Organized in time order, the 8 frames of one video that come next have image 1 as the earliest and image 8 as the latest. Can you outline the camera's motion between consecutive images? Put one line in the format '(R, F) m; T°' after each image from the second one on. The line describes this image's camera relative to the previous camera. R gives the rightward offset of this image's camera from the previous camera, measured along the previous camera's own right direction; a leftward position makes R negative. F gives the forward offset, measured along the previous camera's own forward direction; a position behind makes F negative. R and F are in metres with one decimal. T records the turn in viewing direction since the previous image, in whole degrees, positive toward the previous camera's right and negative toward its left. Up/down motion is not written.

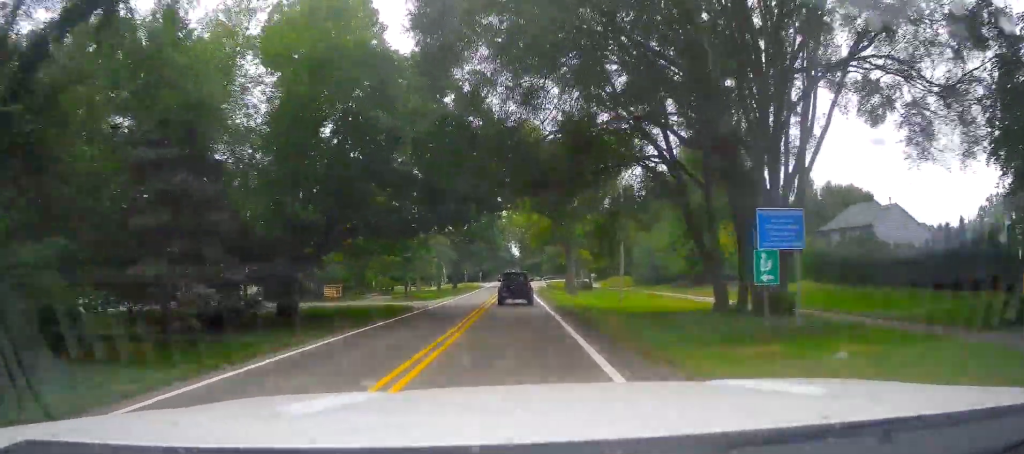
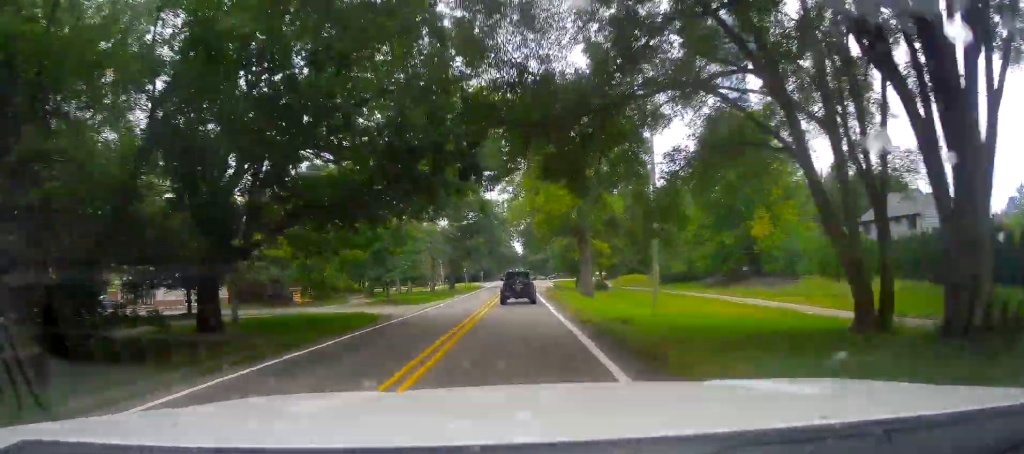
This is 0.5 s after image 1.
(0.0, +9.2) m; -1°
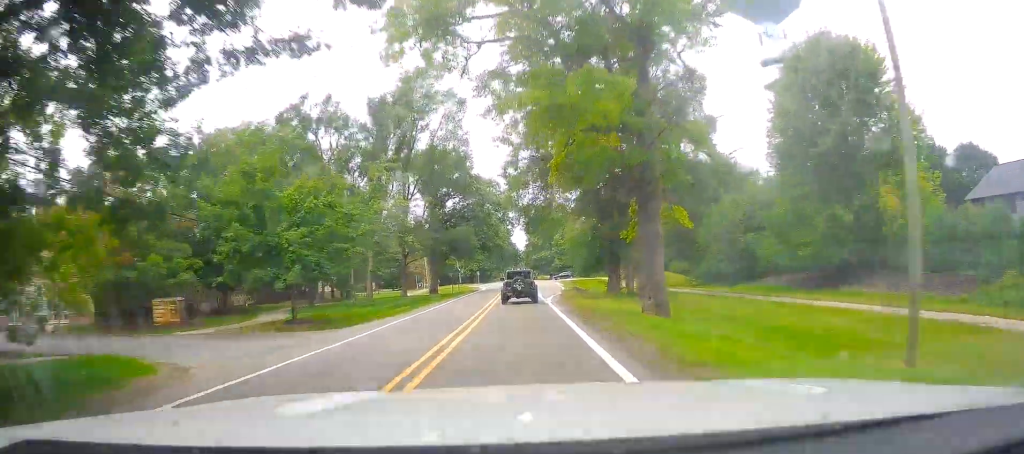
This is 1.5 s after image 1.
(-0.5, +20.8) m; -1°
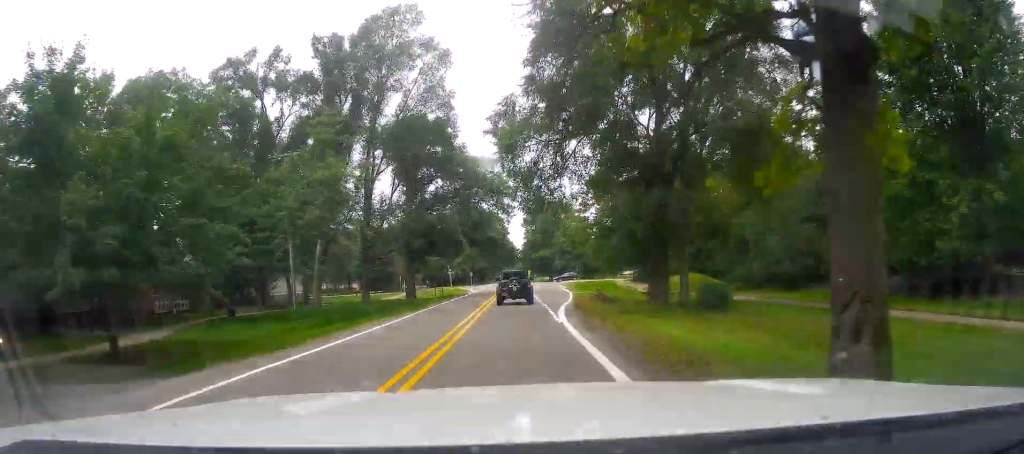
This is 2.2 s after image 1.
(-0.1, +13.5) m; +1°
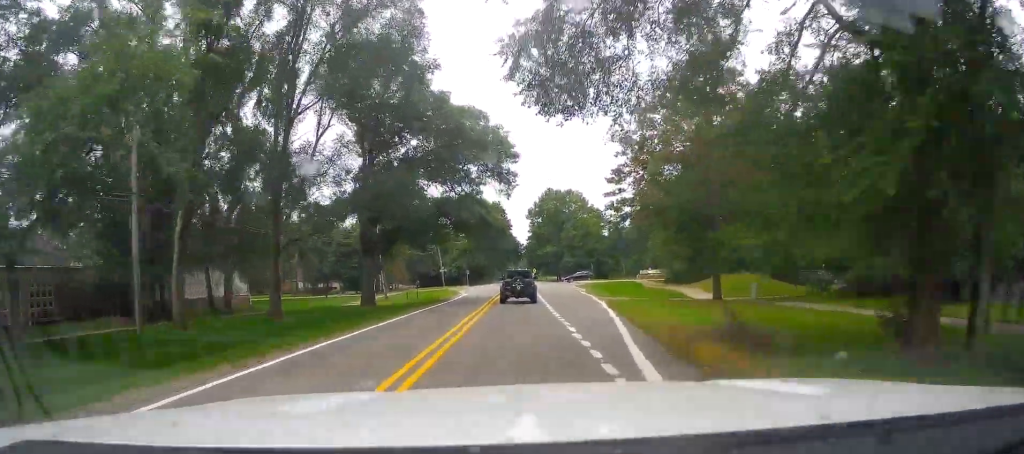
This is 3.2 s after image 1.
(+0.4, +17.9) m; 0°
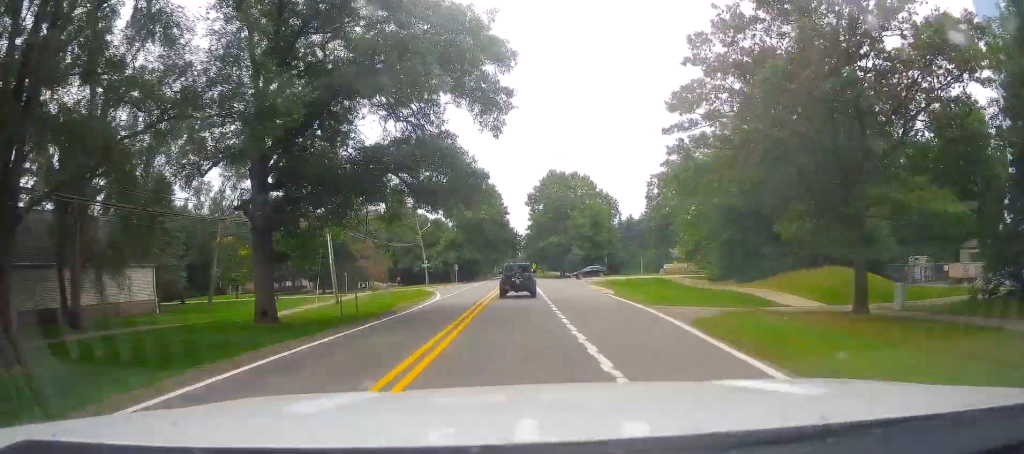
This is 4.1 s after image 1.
(-0.3, +17.0) m; -1°
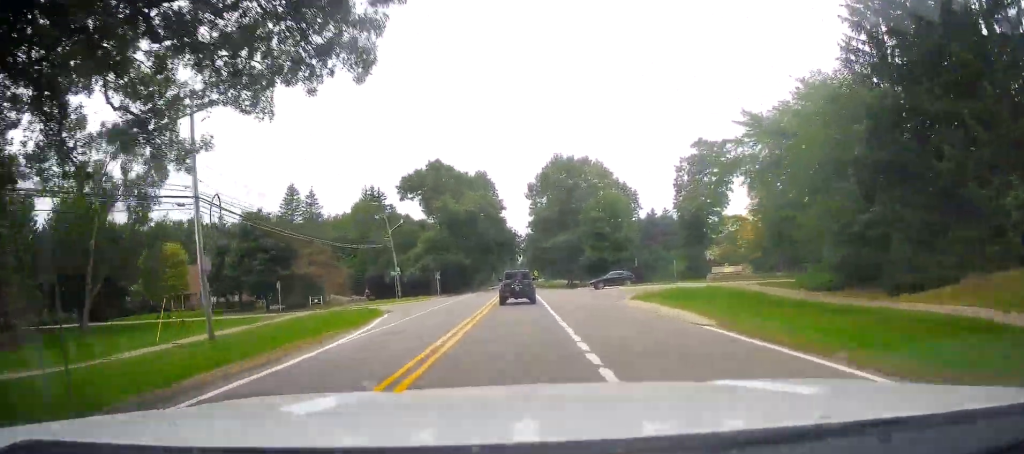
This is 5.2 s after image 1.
(-0.2, +20.6) m; -1°
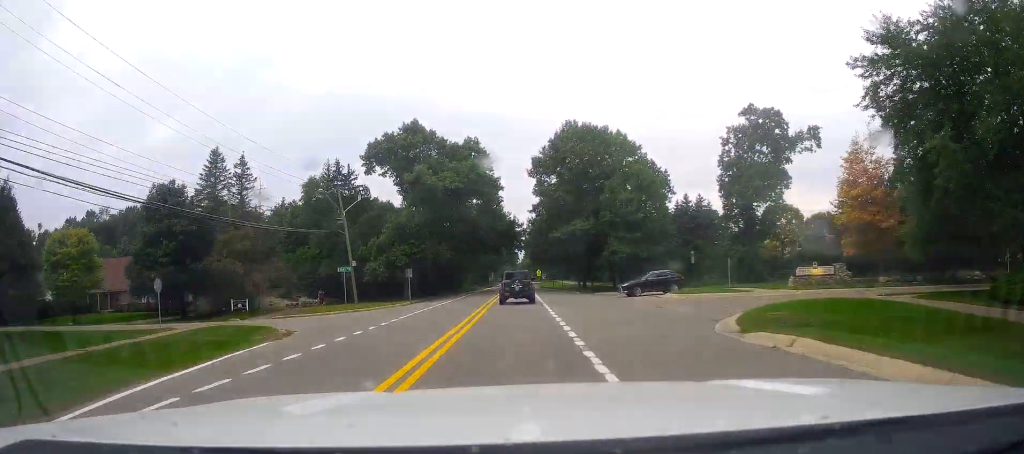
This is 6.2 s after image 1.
(0.0, +19.1) m; 0°
